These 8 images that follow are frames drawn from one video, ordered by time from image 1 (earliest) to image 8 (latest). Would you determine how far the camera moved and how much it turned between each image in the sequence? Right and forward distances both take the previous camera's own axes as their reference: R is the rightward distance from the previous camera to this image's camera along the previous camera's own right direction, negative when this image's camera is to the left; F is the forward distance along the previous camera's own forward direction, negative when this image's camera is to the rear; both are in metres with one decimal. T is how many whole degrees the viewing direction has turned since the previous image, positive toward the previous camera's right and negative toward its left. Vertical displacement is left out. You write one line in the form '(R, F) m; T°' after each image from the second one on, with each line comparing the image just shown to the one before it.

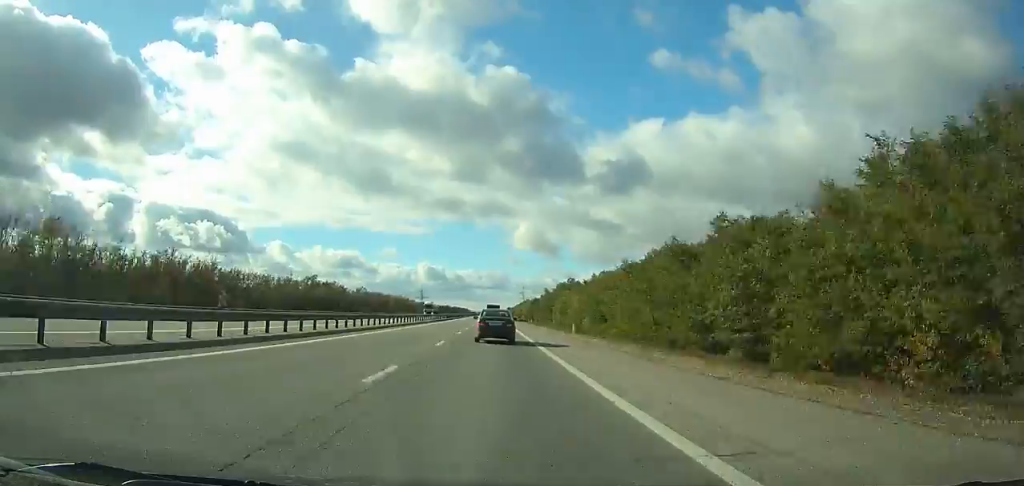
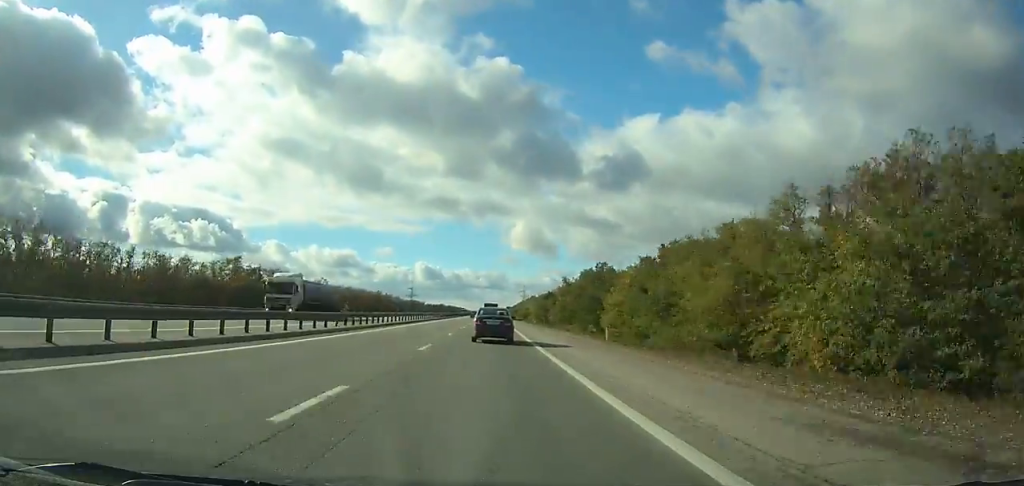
(+3.1, +58.9) m; +2°
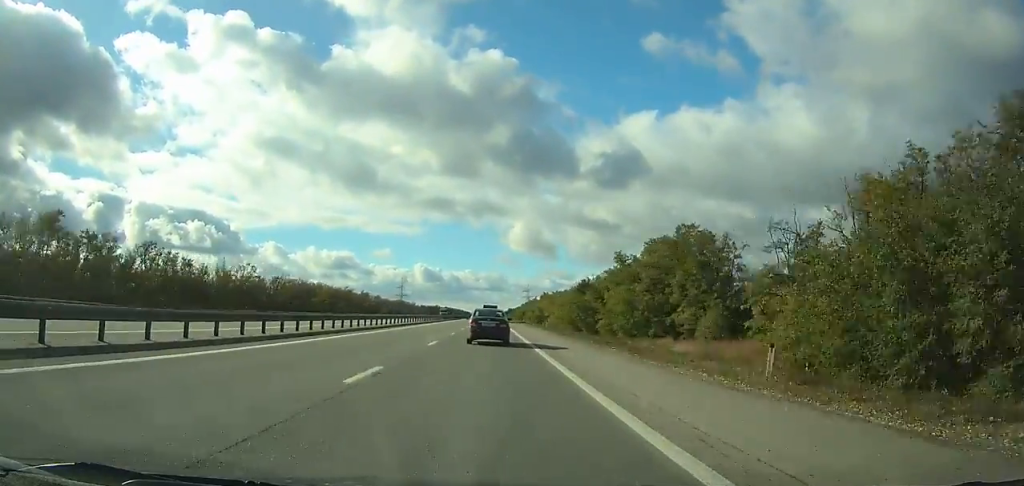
(+1.4, +64.4) m; 0°
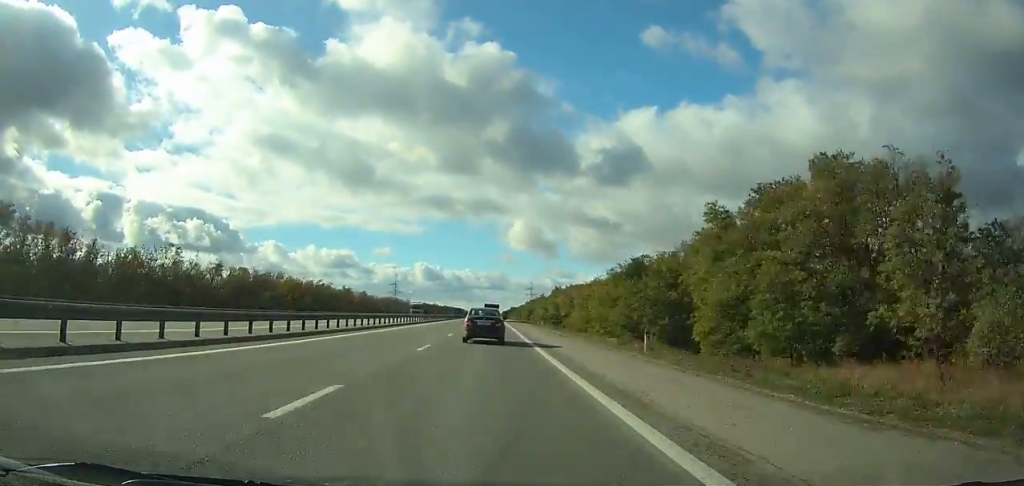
(-1.1, +38.1) m; -1°
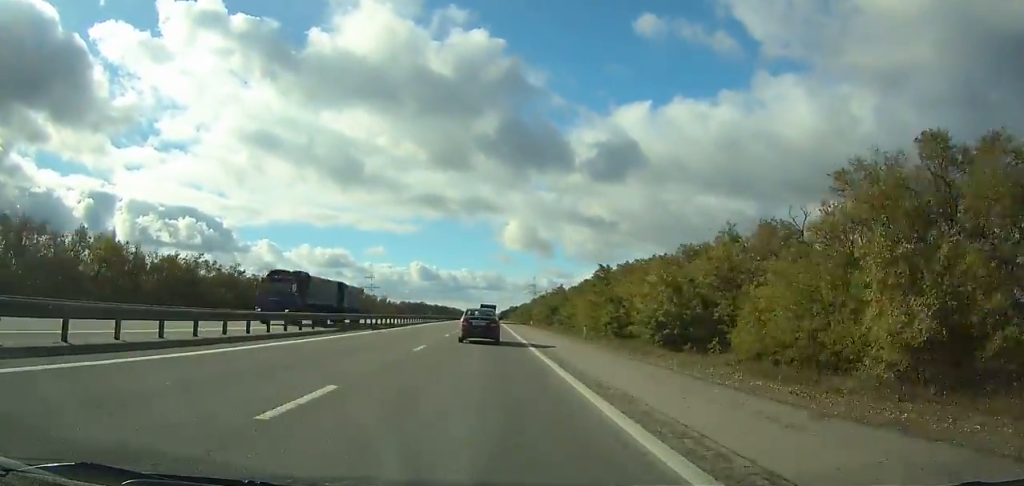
(-0.3, +82.8) m; 0°
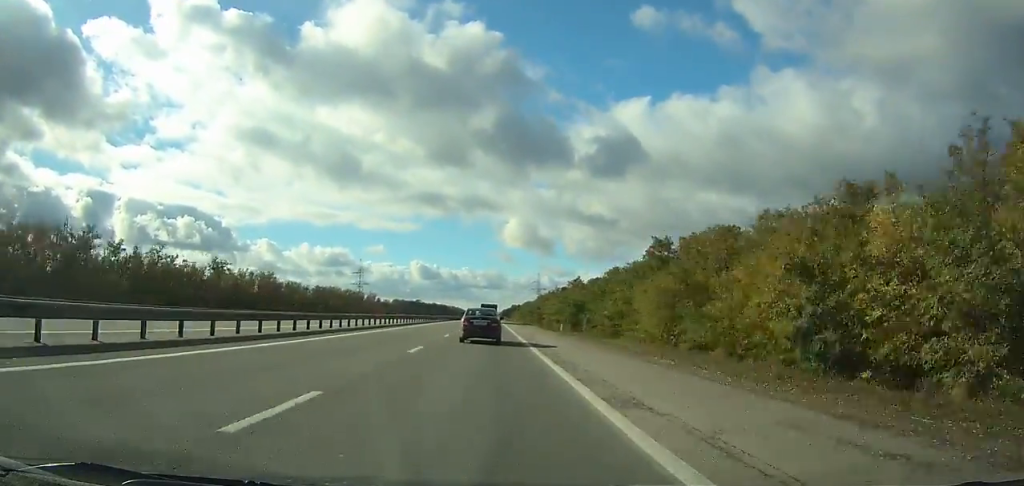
(0.0, +38.3) m; 0°
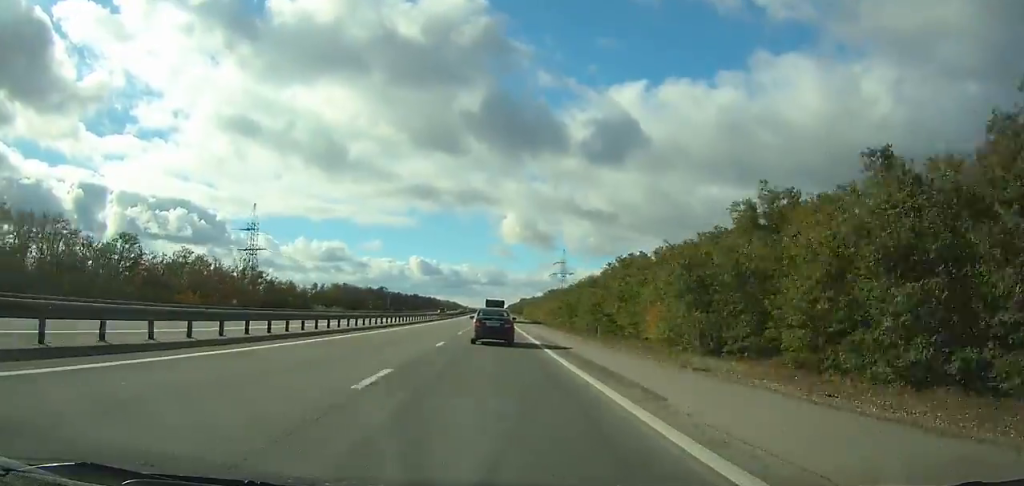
(-0.9, +170.5) m; 0°
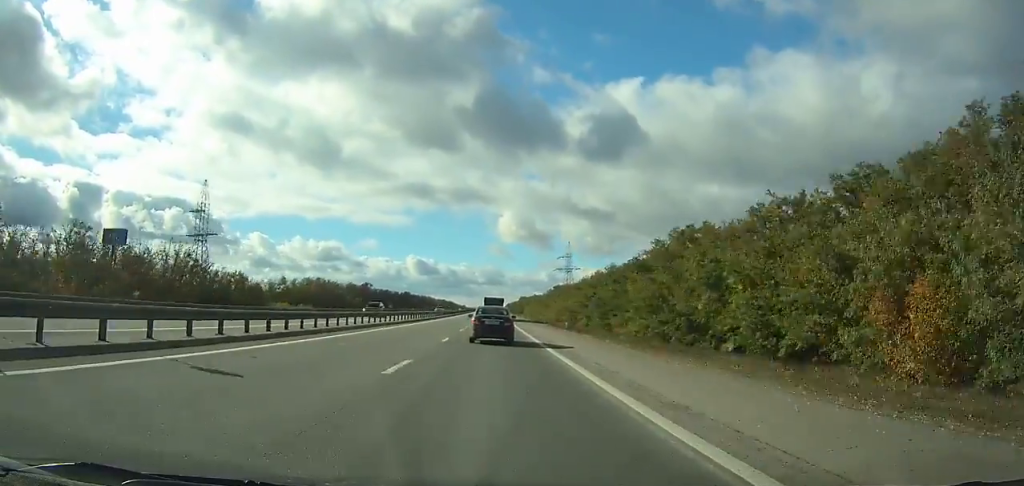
(-0.2, +34.5) m; 0°
